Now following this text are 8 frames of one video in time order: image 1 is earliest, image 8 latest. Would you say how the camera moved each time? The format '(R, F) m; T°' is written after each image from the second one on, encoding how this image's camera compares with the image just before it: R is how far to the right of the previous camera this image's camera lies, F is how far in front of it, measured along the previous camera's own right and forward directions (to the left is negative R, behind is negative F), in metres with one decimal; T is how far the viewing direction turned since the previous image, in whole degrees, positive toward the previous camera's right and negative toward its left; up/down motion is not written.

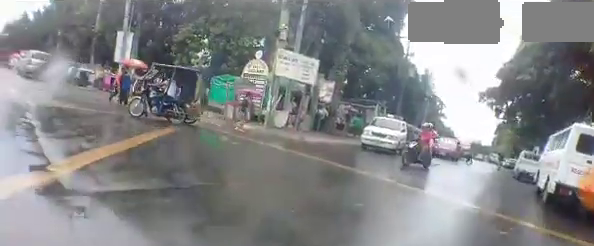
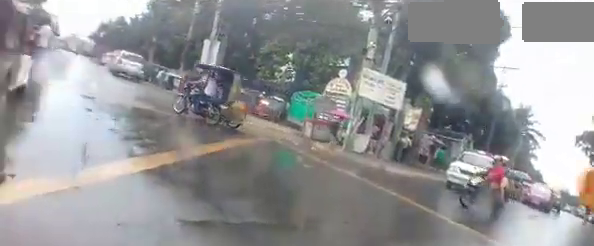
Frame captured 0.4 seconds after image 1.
(-0.1, +0.8) m; -5°
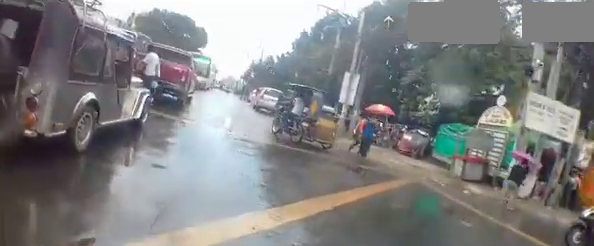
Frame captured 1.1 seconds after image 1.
(-0.3, +1.2) m; -8°
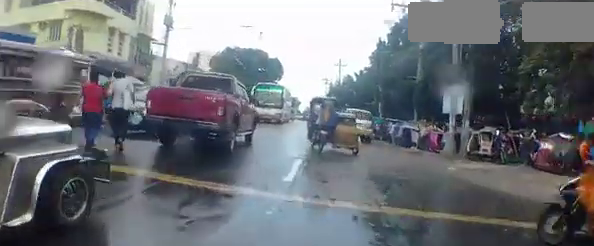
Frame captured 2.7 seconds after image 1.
(-0.2, +3.1) m; -15°
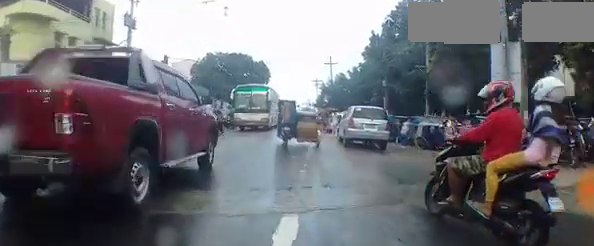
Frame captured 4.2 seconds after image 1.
(-0.5, +3.7) m; -19°
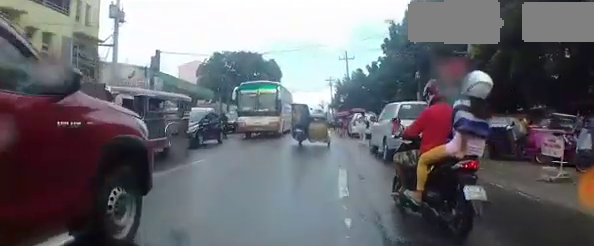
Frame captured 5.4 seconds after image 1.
(-0.5, +4.1) m; -6°
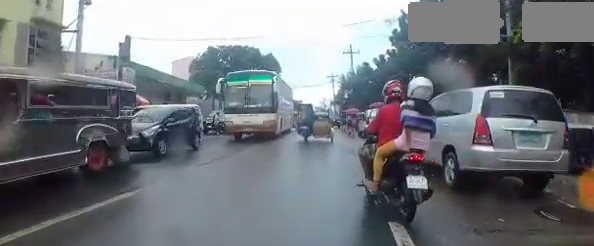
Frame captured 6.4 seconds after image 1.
(0.0, +4.4) m; 0°
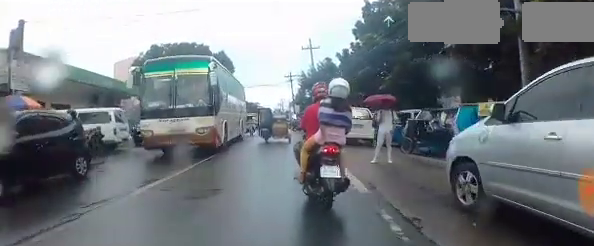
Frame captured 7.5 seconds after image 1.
(0.0, +5.0) m; 0°
